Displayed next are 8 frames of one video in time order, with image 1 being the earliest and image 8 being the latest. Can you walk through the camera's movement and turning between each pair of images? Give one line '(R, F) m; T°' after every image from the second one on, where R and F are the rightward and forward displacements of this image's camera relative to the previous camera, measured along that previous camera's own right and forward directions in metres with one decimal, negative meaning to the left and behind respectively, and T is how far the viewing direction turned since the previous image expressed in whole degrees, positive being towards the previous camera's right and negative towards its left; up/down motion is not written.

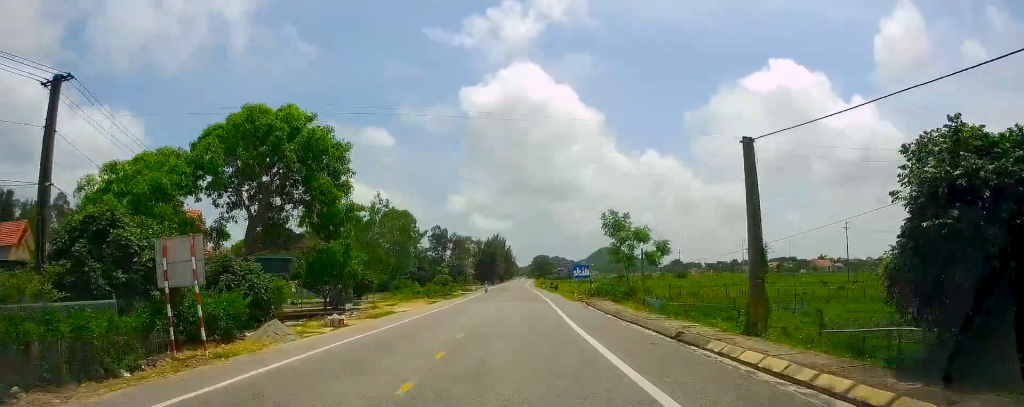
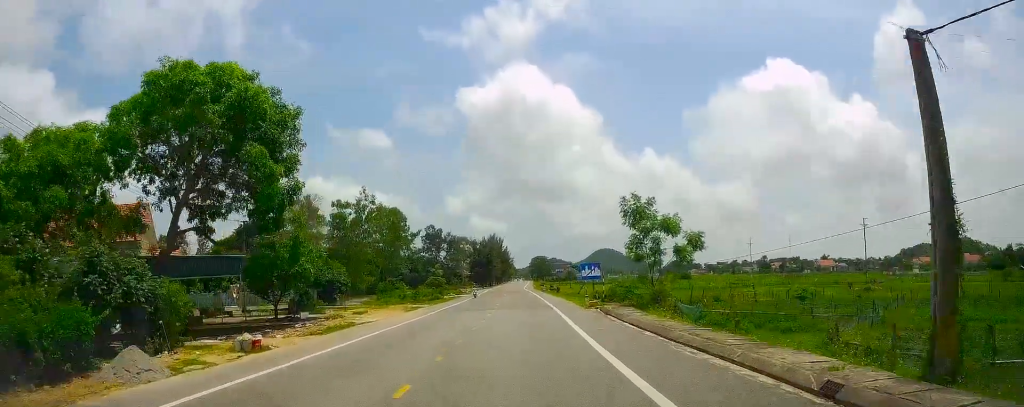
(0.0, +8.2) m; +2°
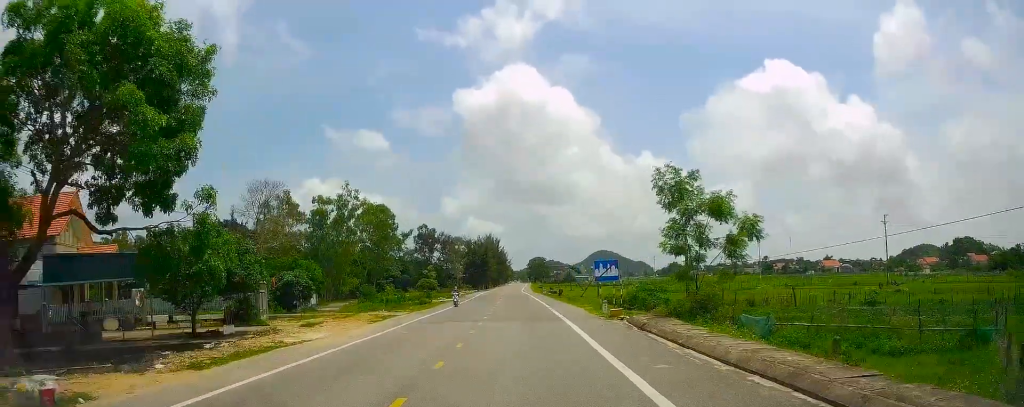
(+0.6, +8.8) m; +3°
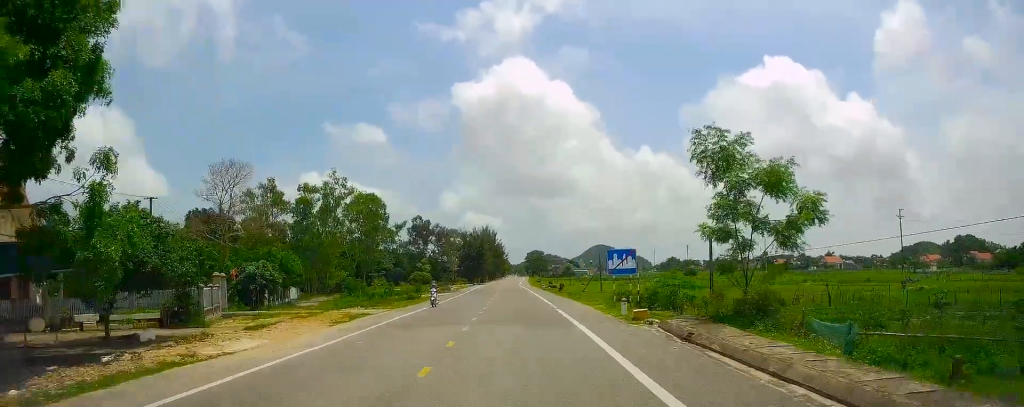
(0.0, +5.9) m; +1°
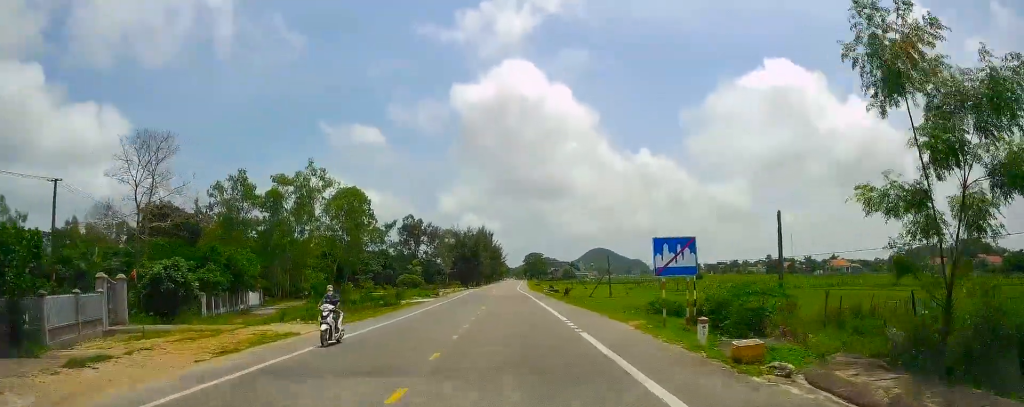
(-0.1, +10.2) m; 0°
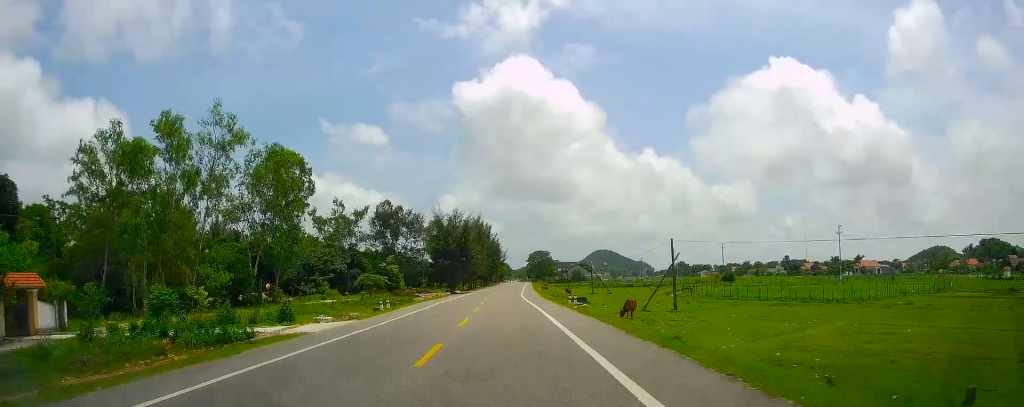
(+0.1, +30.7) m; -1°
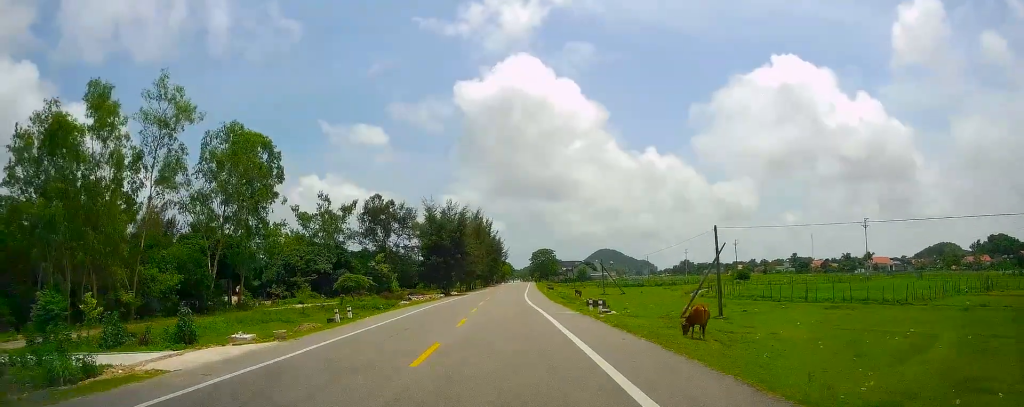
(-0.3, +10.0) m; -1°
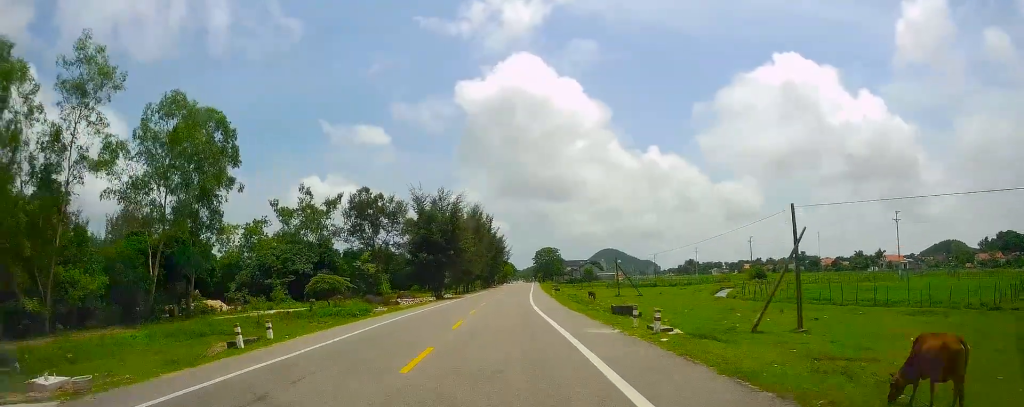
(-0.1, +10.5) m; 0°
